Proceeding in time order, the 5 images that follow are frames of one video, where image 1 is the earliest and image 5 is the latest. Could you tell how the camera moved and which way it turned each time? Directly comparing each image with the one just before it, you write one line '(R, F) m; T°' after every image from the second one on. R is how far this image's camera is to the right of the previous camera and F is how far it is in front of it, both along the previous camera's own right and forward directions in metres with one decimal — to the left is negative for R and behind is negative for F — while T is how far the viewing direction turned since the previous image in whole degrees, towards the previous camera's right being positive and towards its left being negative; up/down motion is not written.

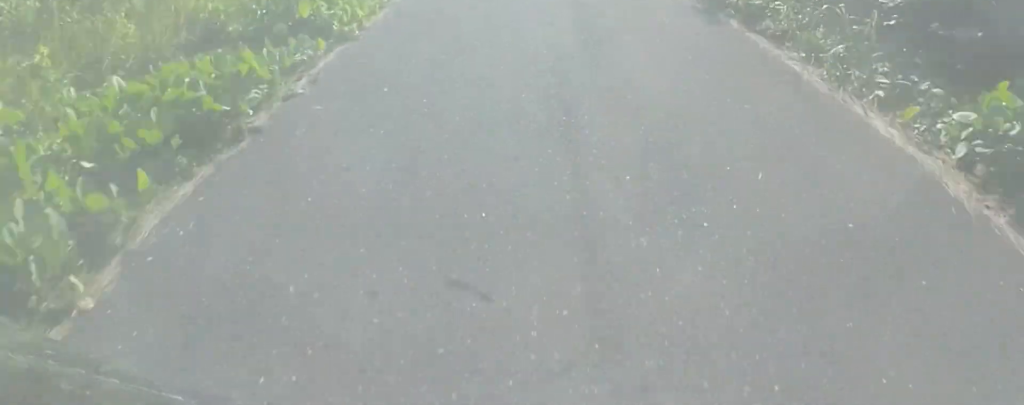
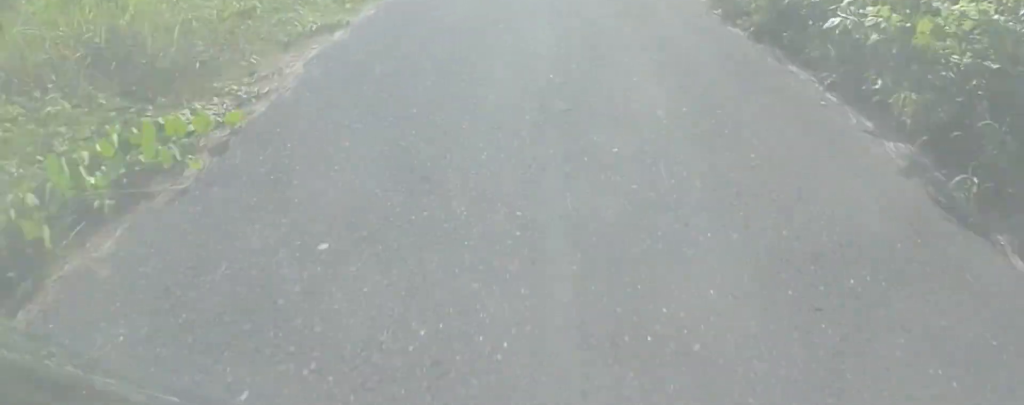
(0.0, +8.5) m; 0°
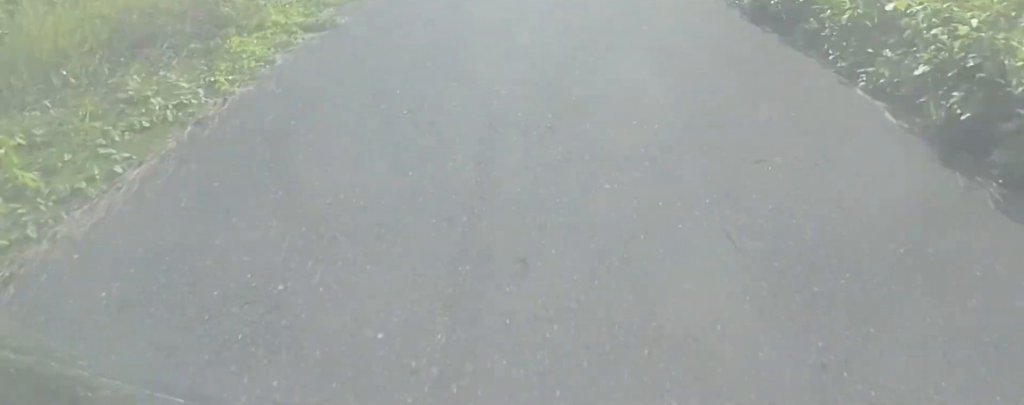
(0.0, +10.2) m; -1°
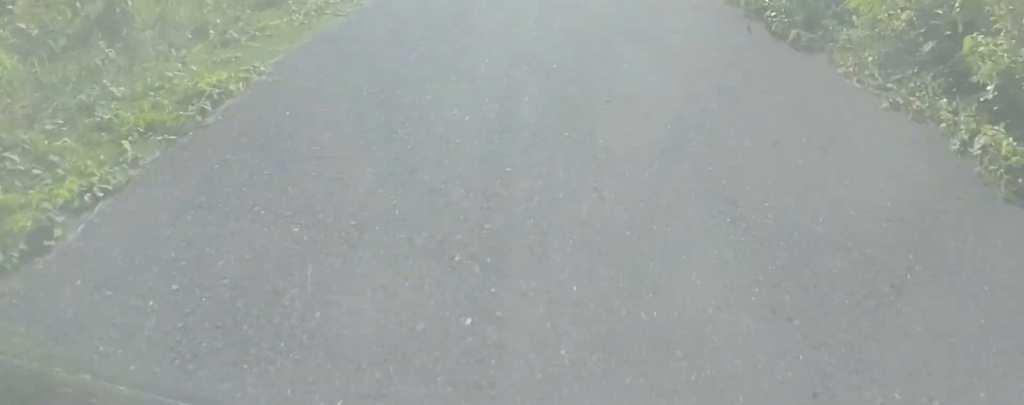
(0.0, +9.2) m; -1°
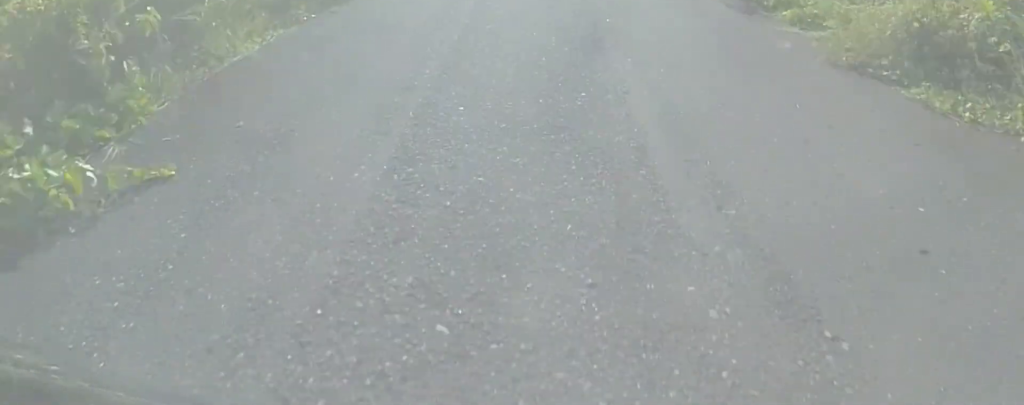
(+2.4, +31.3) m; +4°
